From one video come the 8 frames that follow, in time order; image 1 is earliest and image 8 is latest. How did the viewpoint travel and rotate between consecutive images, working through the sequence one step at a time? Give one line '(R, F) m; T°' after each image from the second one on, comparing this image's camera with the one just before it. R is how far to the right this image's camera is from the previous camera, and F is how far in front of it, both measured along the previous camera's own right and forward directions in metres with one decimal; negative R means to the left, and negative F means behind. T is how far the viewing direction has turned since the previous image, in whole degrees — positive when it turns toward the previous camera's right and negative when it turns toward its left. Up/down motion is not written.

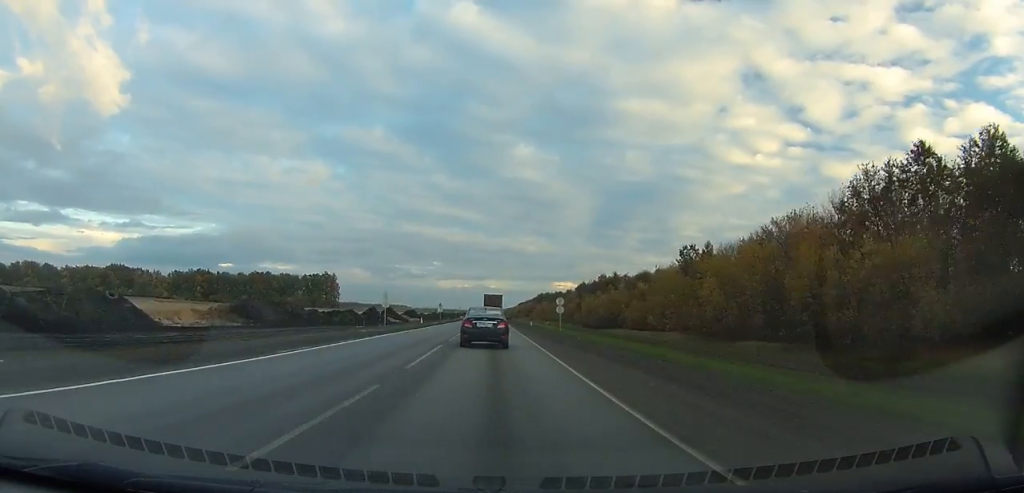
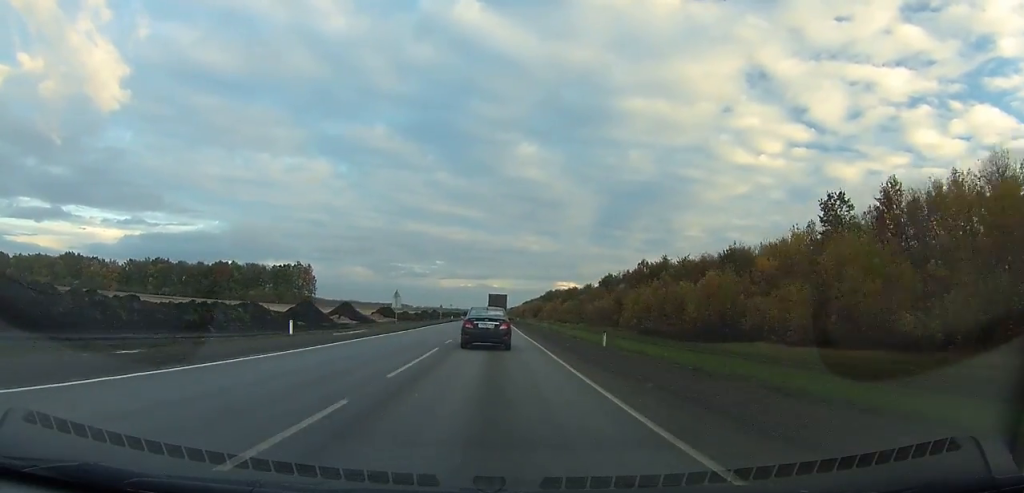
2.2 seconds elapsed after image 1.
(0.0, +49.8) m; 0°
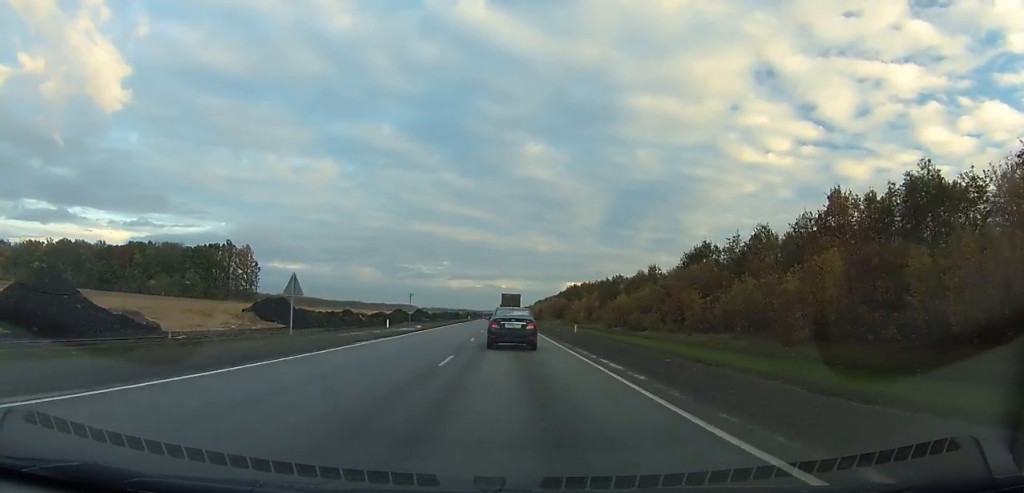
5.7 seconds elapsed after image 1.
(-0.3, +81.4) m; 0°
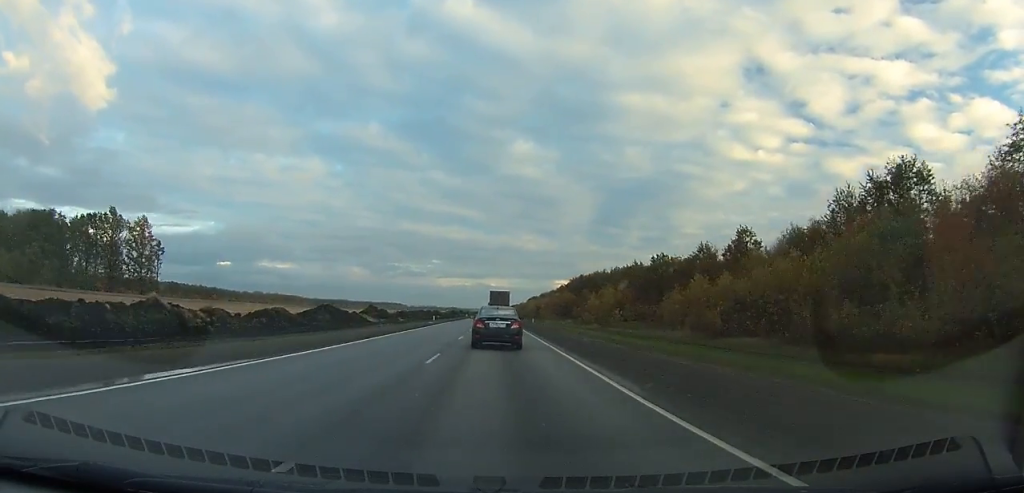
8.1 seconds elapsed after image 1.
(+0.1, +57.1) m; 0°
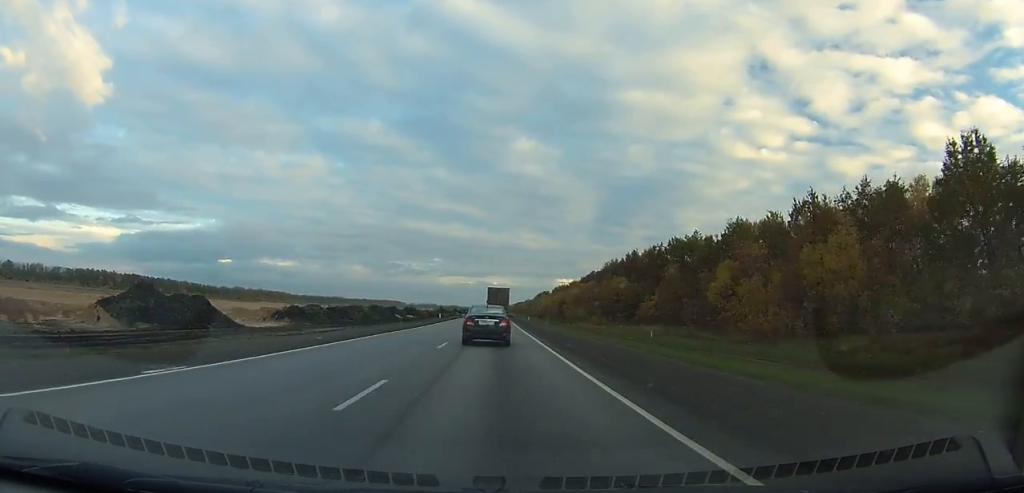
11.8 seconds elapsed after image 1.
(+0.4, +88.0) m; 0°
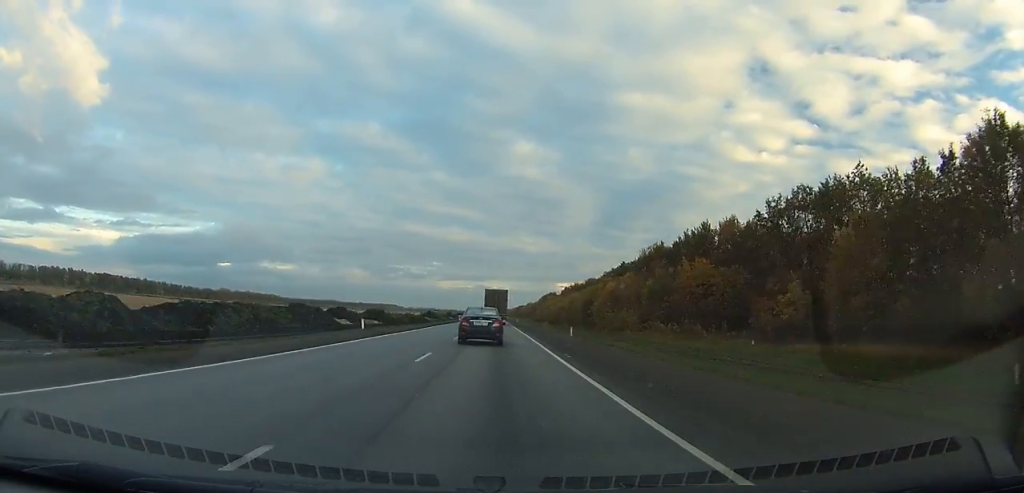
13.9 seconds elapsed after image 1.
(0.0, +48.7) m; 0°
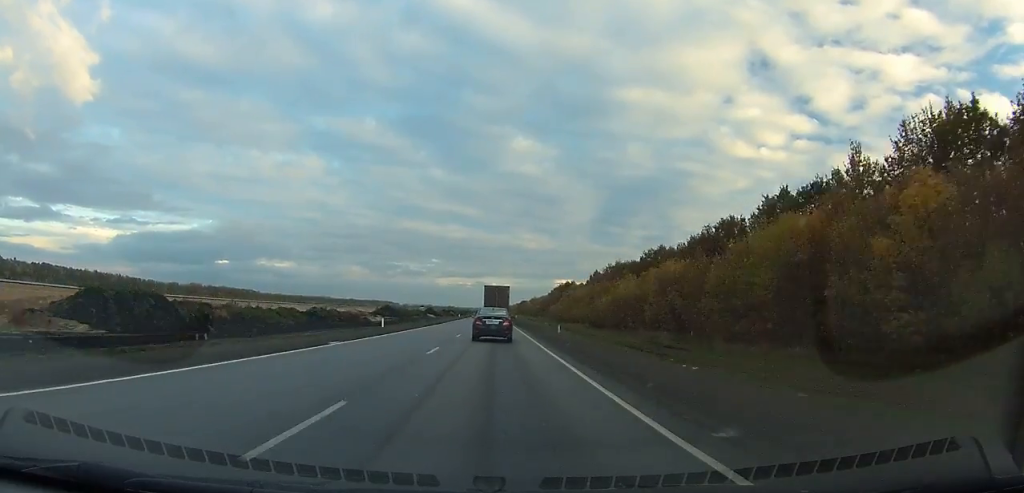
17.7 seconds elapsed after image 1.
(0.0, +85.2) m; 0°
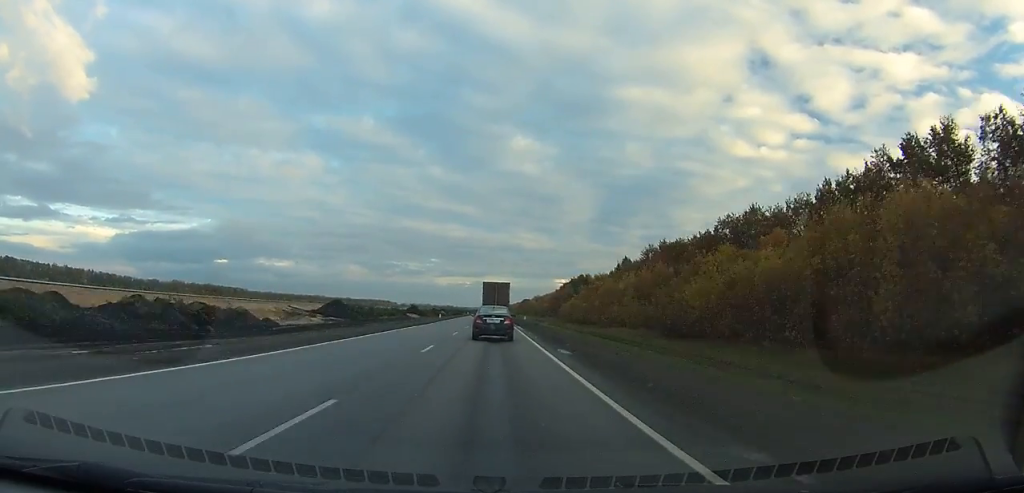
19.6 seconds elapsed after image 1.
(0.0, +42.2) m; 0°
